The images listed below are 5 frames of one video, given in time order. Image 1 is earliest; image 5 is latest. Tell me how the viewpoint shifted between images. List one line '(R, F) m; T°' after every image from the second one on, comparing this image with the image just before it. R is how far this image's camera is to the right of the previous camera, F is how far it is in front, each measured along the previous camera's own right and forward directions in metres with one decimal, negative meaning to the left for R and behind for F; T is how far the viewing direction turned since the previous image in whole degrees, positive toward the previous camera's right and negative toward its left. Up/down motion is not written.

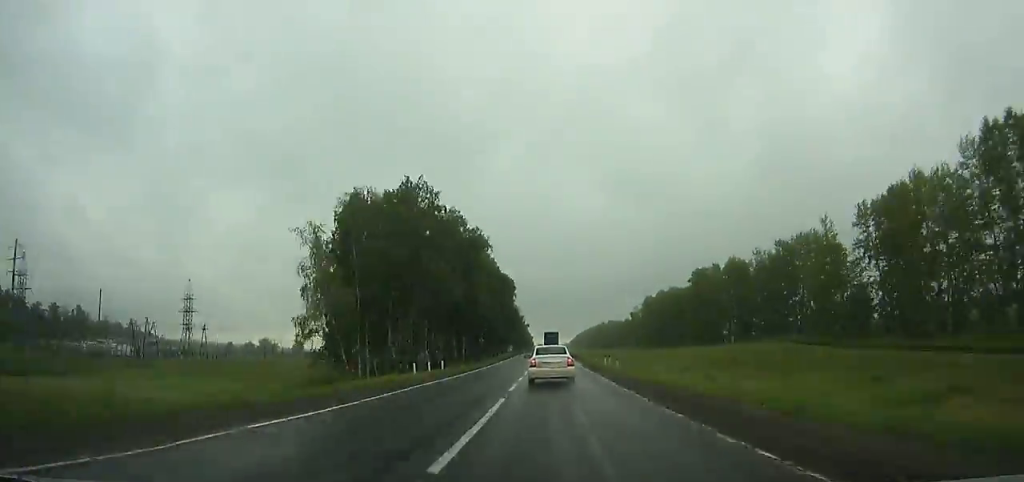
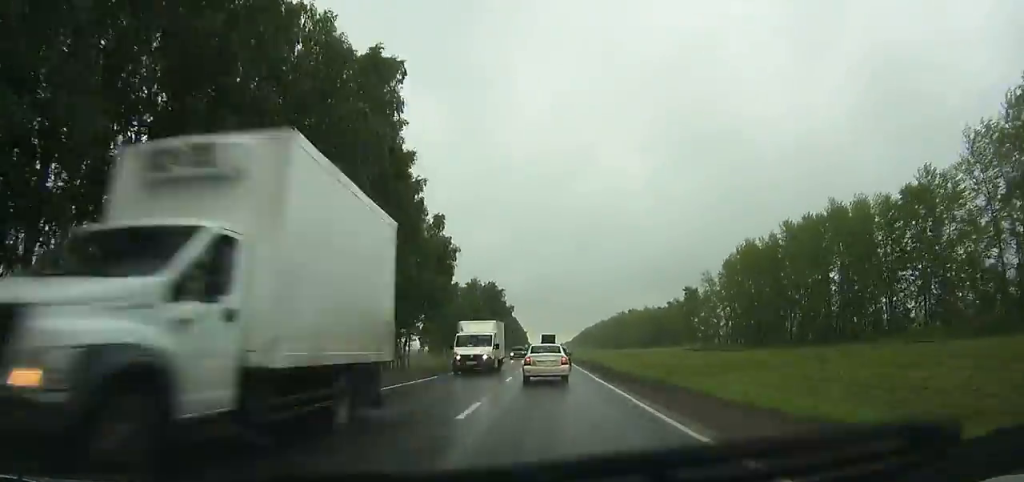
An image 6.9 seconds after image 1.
(-0.3, +131.0) m; 0°
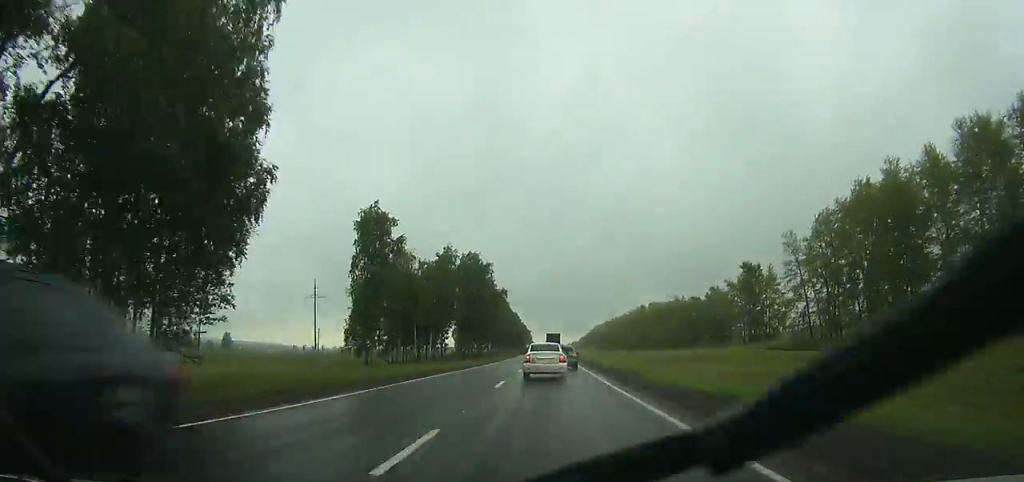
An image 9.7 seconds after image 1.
(-0.2, +51.8) m; +2°
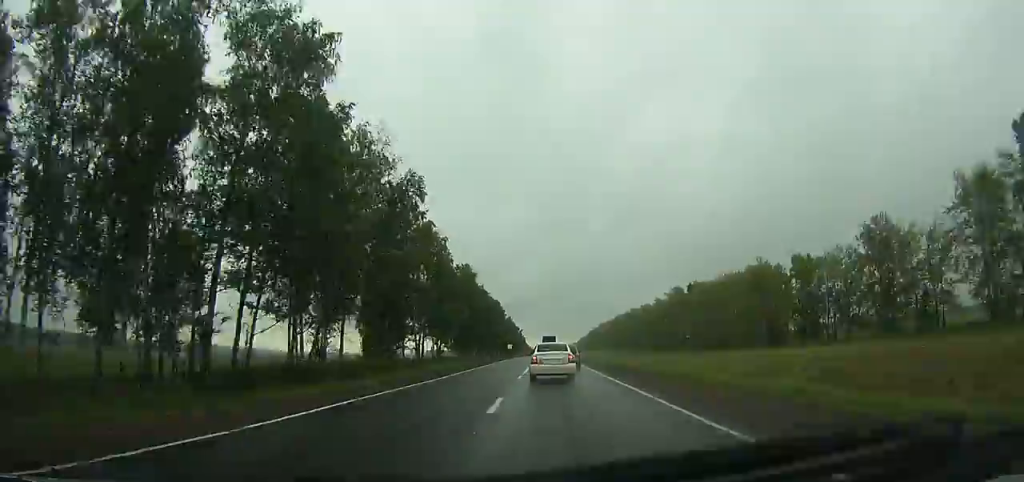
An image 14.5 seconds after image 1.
(-2.1, +89.6) m; -5°
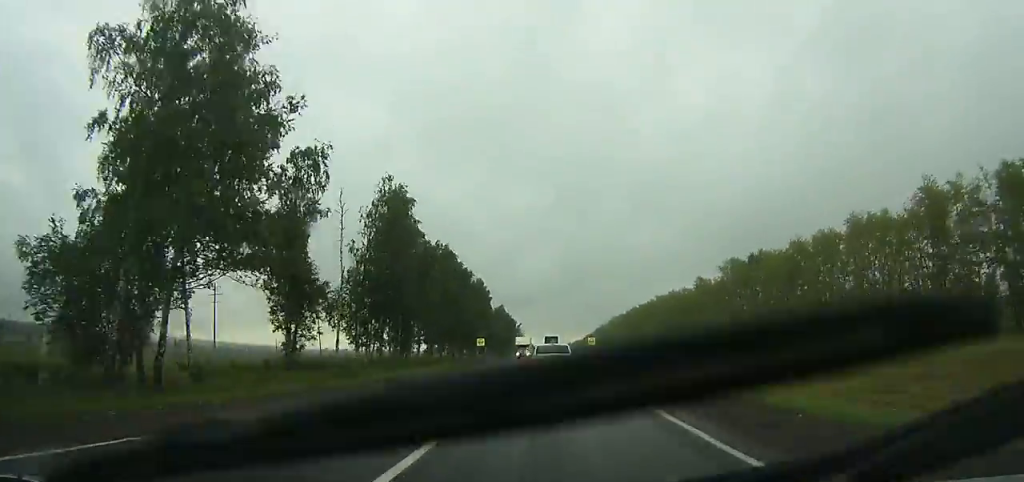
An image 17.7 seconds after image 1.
(-1.0, +61.3) m; +8°
